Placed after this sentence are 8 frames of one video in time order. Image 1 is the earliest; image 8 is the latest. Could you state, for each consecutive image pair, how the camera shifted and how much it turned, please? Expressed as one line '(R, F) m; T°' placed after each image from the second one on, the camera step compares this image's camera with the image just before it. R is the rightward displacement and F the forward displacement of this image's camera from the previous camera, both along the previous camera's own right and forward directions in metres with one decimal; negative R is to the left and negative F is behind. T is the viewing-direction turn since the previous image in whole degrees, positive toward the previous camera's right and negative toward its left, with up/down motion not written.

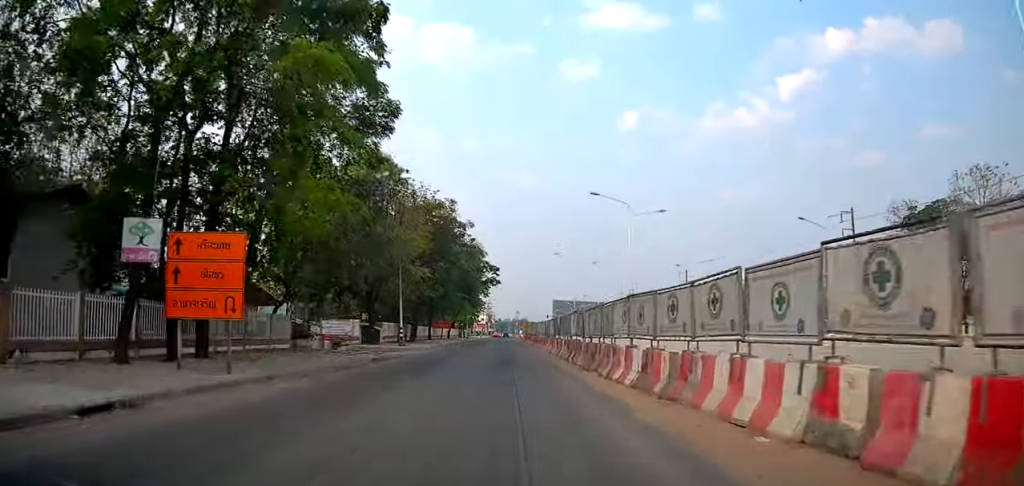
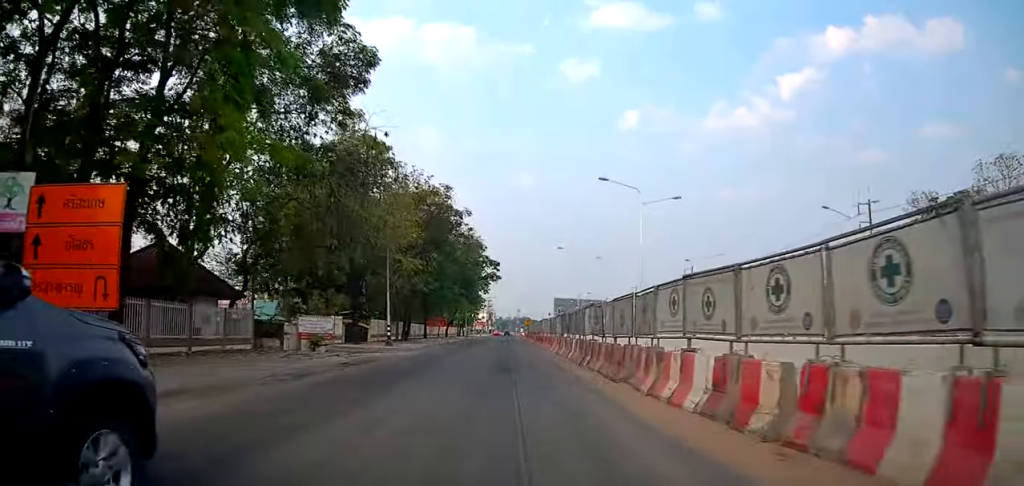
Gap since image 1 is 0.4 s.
(0.0, +4.3) m; 0°
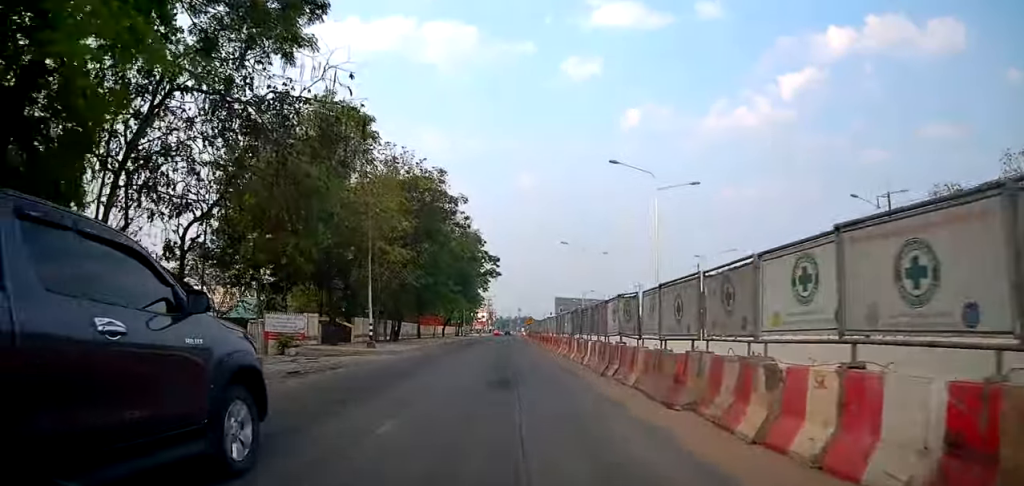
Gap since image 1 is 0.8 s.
(0.0, +4.6) m; 0°
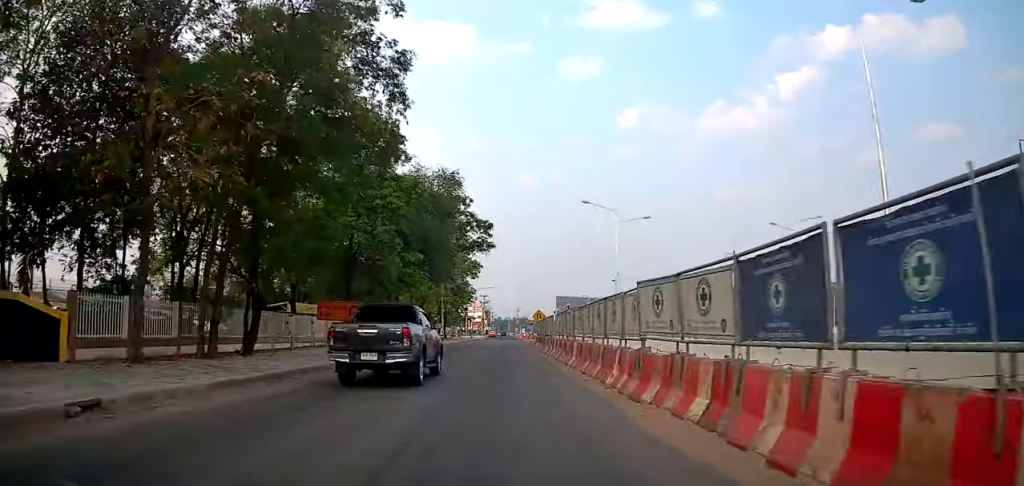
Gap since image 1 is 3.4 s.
(-0.7, +26.1) m; -2°
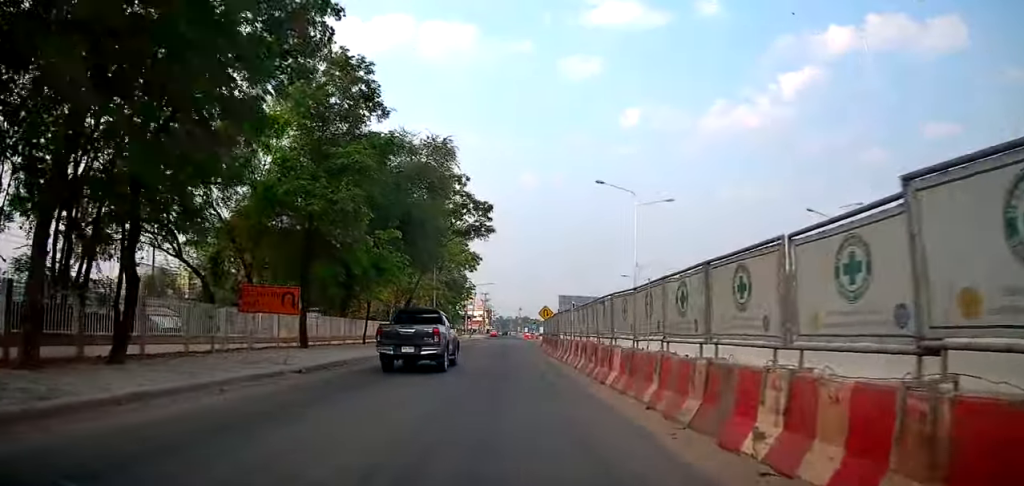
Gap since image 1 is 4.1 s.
(+0.3, +7.3) m; +1°
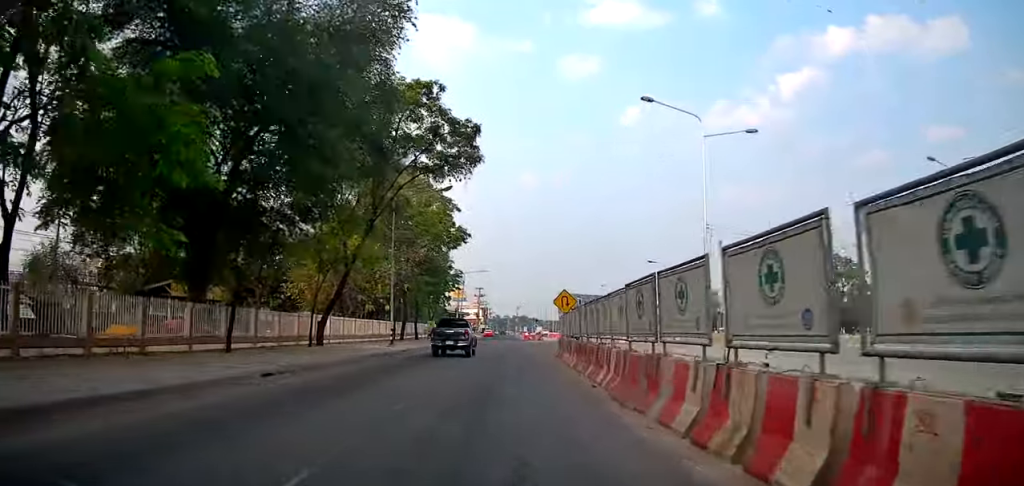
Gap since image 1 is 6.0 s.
(-0.3, +17.4) m; -2°
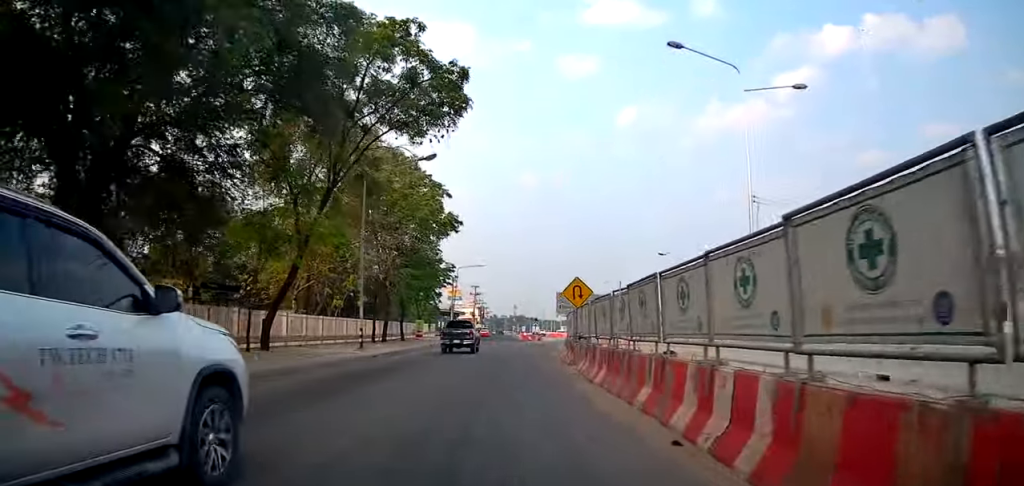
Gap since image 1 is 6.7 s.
(0.0, +6.1) m; 0°
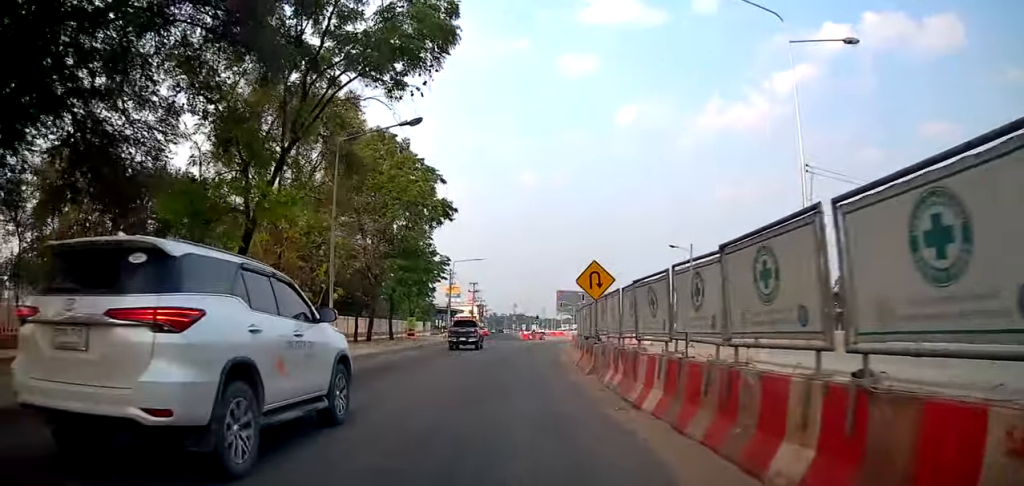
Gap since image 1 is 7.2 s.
(+0.1, +4.5) m; -1°
